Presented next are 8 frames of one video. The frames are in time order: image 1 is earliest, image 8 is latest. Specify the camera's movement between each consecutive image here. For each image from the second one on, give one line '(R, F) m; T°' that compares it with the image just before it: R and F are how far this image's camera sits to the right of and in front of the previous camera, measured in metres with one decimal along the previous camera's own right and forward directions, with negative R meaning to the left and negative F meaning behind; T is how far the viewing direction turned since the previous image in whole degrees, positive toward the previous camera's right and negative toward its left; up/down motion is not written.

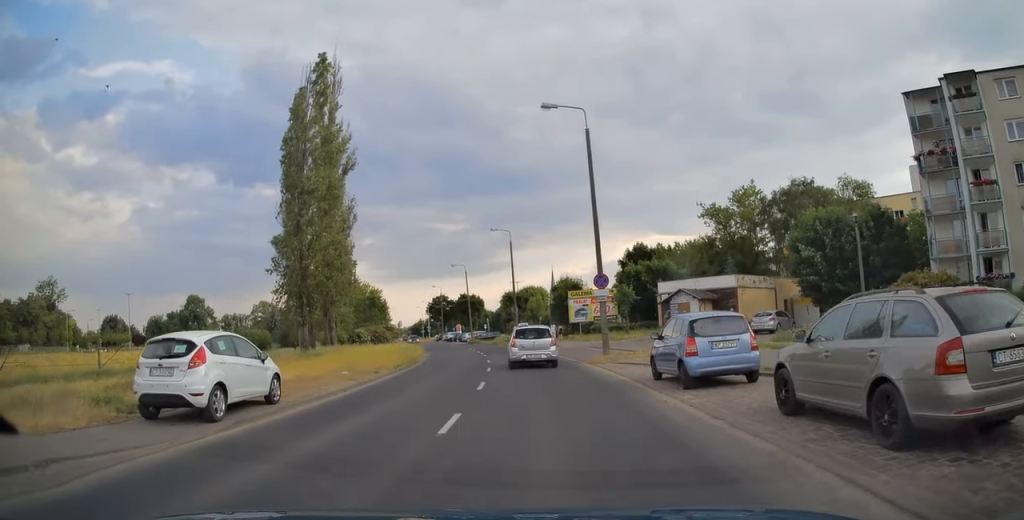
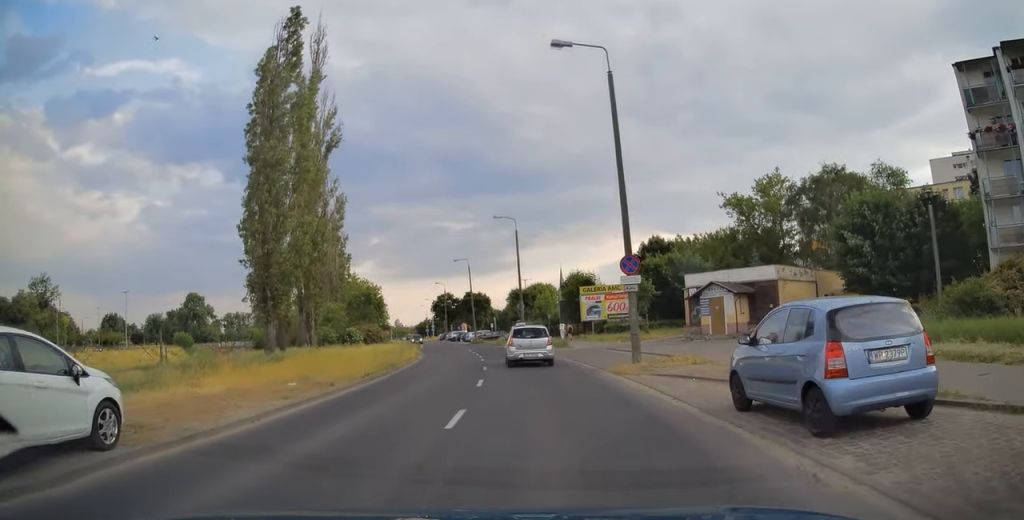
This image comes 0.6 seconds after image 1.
(0.0, +5.5) m; -1°
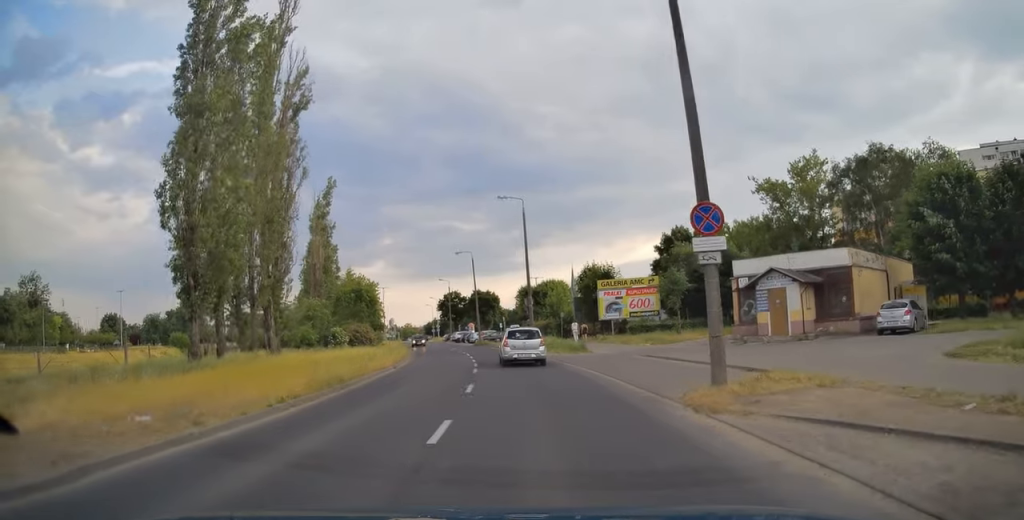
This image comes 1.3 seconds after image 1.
(-0.1, +7.4) m; -2°
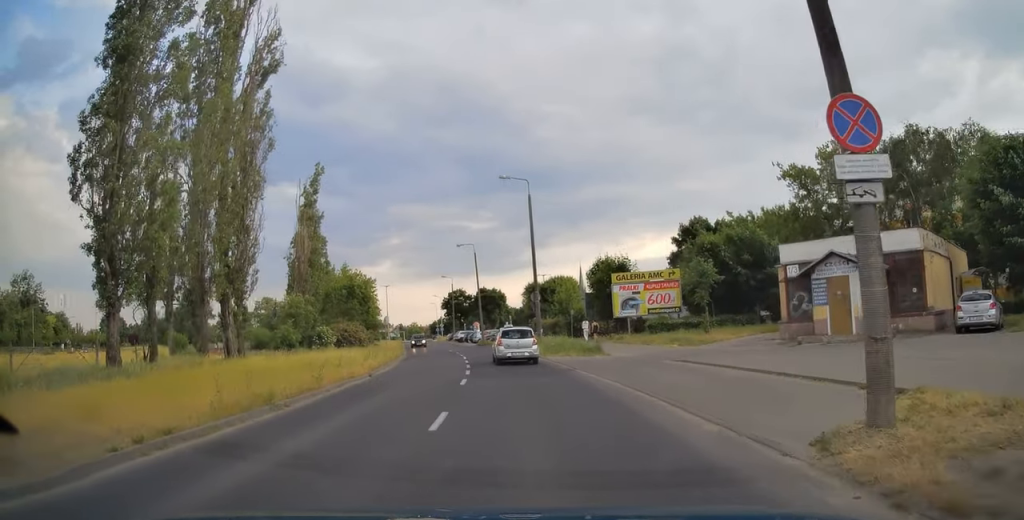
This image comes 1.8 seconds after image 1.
(-0.1, +5.1) m; -1°
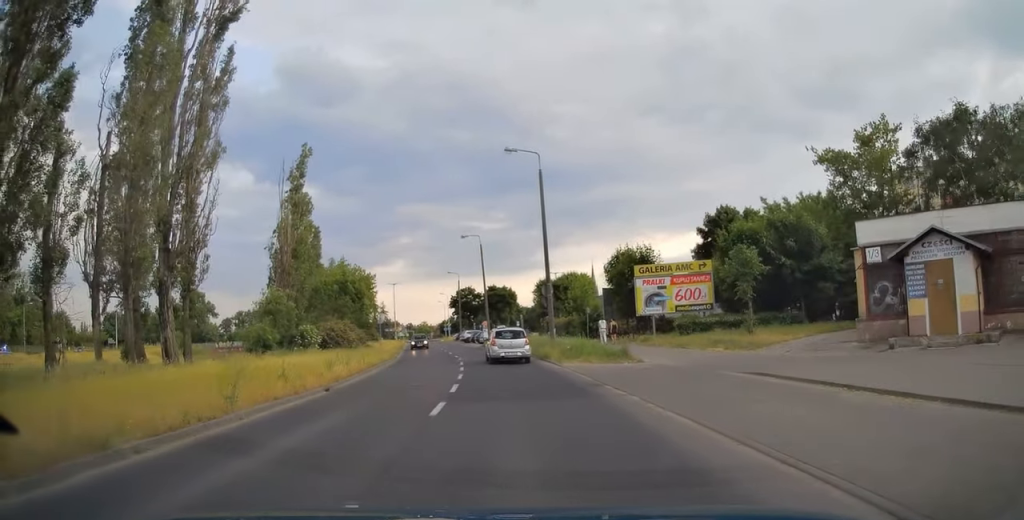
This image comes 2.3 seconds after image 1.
(-0.1, +5.6) m; -1°
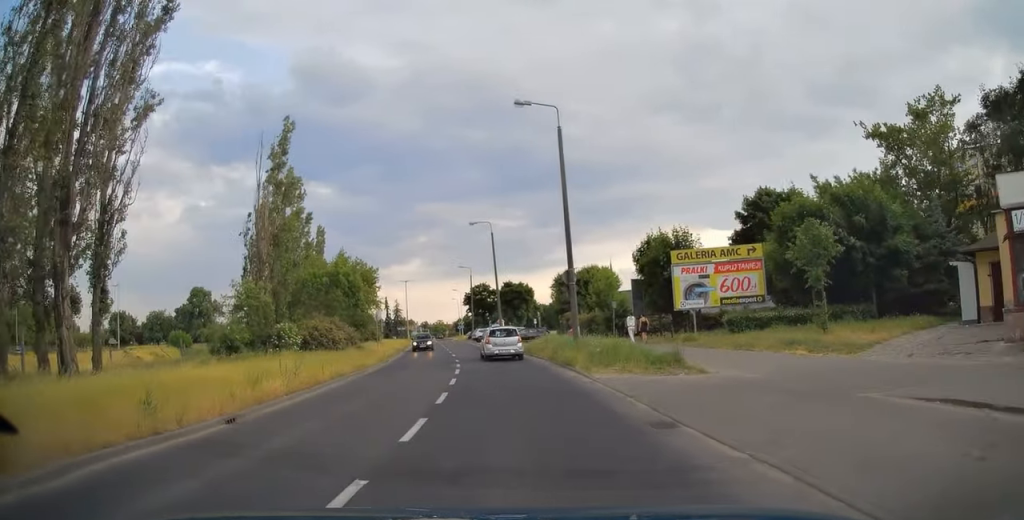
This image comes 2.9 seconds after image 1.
(-0.1, +6.4) m; -1°
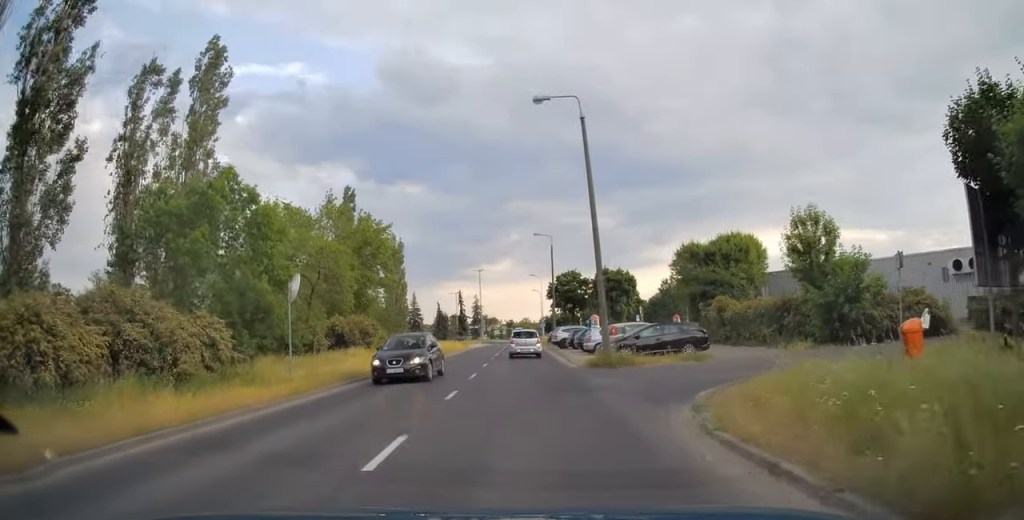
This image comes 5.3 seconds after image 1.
(-1.6, +27.8) m; -7°
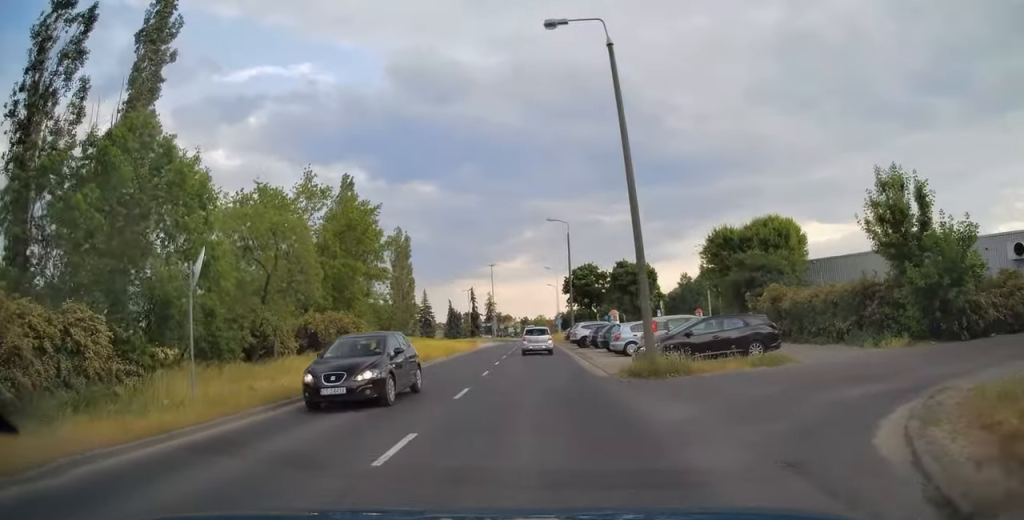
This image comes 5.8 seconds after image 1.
(-0.1, +6.1) m; -1°
